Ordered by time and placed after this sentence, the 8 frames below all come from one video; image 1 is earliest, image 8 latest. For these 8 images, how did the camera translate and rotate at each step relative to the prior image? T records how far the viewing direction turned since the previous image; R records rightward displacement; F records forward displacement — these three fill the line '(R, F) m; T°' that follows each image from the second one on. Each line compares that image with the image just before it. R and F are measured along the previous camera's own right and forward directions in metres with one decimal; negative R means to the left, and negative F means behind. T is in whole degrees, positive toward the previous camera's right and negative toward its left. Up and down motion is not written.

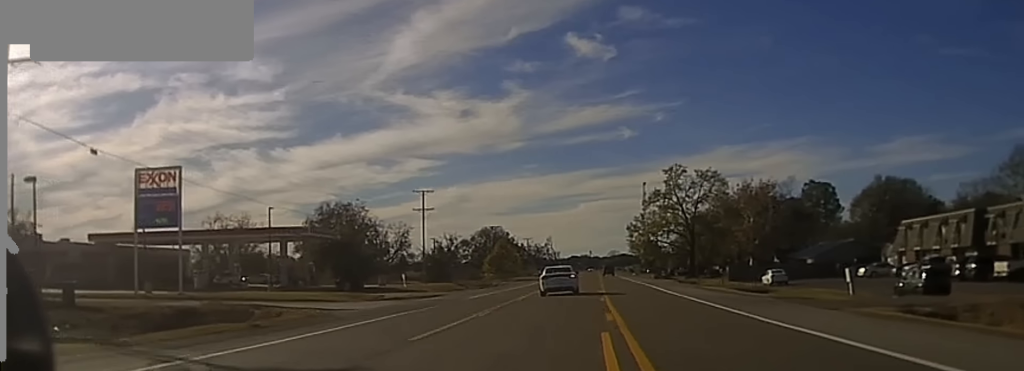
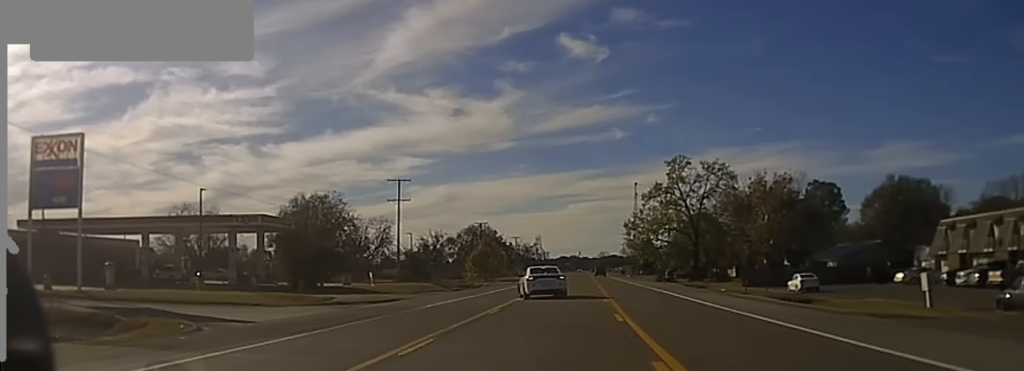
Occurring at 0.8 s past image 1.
(+0.1, +10.6) m; 0°
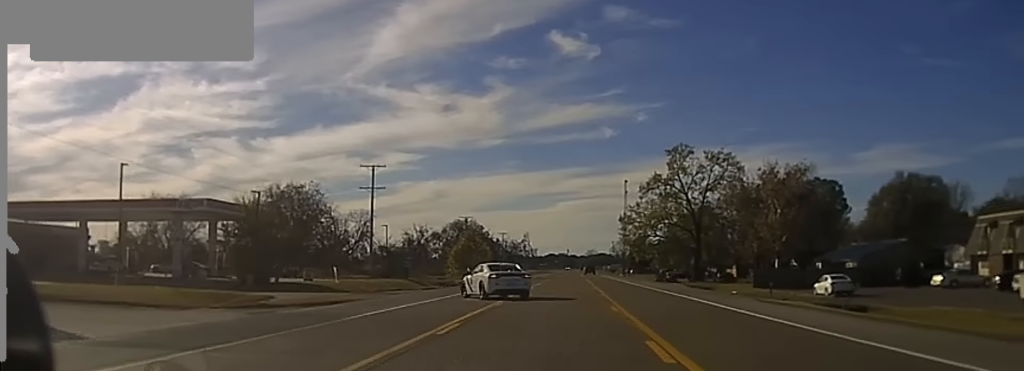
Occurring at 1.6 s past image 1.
(0.0, +10.2) m; 0°
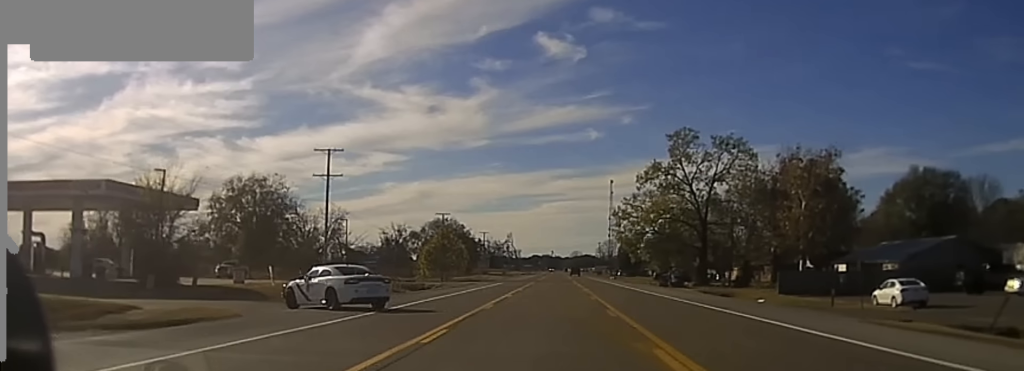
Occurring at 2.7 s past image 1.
(0.0, +15.3) m; 0°
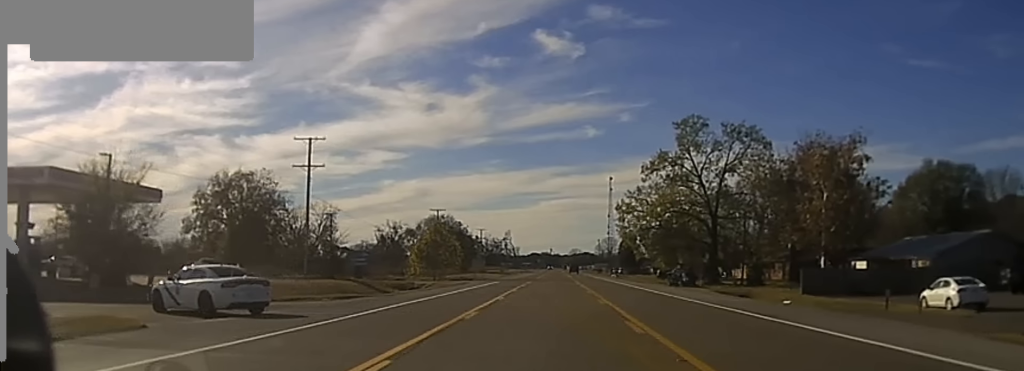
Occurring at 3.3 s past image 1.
(0.0, +8.3) m; 0°
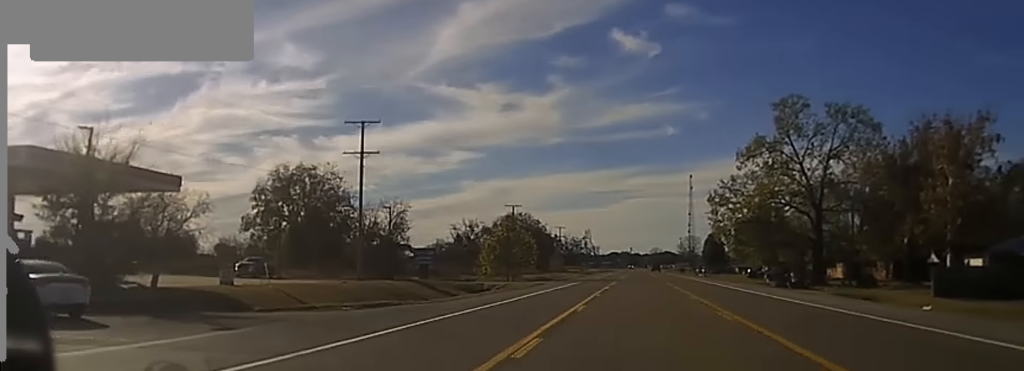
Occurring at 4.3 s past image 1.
(+0.1, +11.0) m; -3°
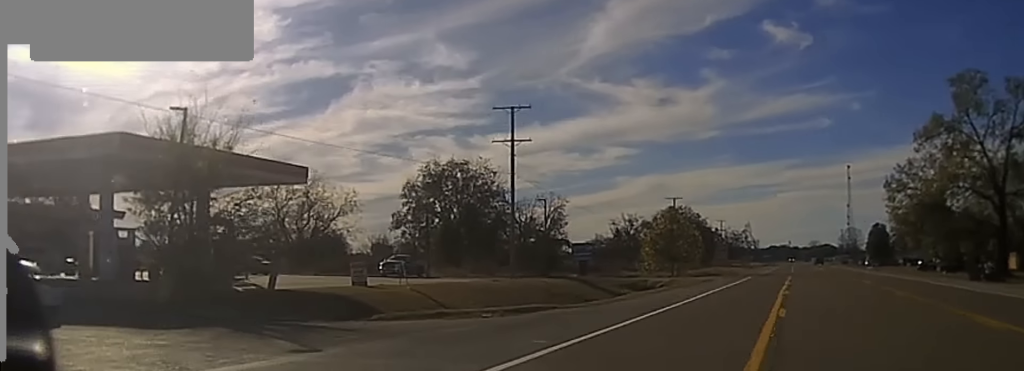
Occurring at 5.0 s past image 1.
(-0.4, +6.2) m; -9°
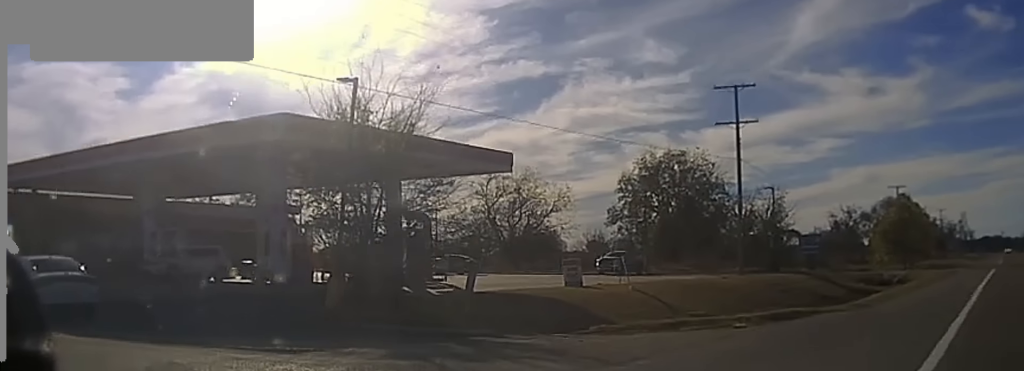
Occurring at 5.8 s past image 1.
(-0.7, +5.4) m; -15°
